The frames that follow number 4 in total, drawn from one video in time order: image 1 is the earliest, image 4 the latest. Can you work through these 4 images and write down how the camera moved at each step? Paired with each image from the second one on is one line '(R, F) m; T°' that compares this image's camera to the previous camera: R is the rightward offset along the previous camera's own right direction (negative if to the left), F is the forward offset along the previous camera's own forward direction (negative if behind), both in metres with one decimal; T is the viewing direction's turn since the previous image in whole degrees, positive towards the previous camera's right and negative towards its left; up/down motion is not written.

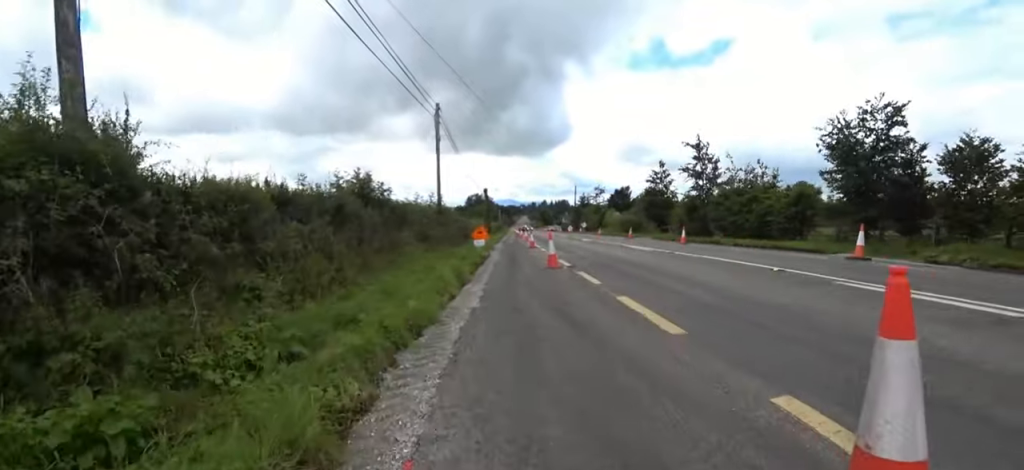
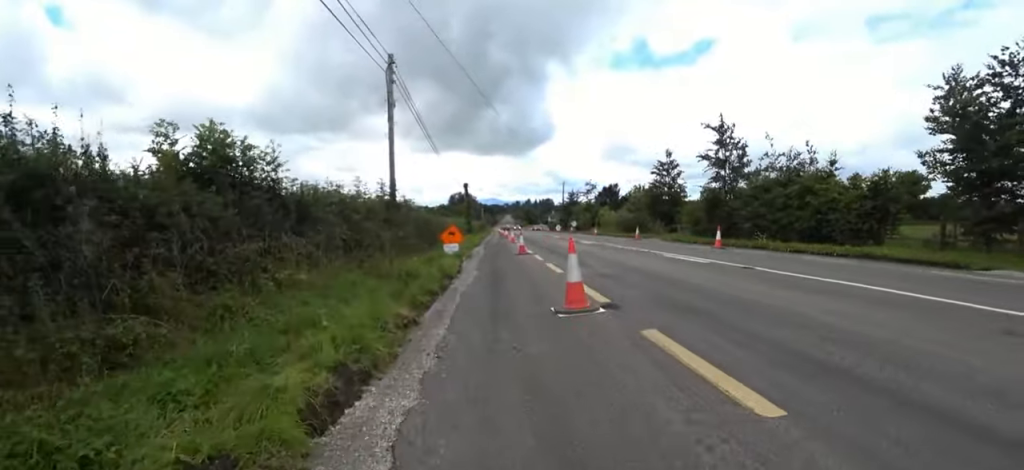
(-0.3, +6.2) m; -2°
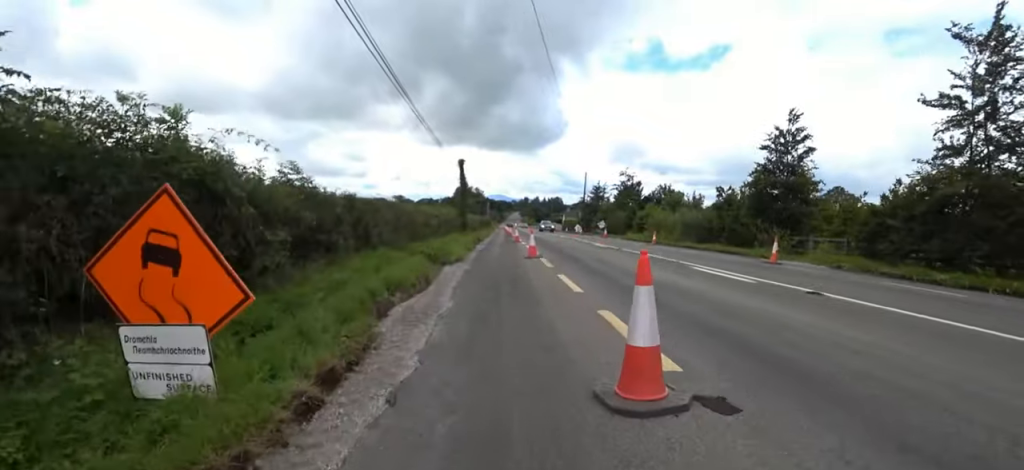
(-1.2, +15.3) m; +1°
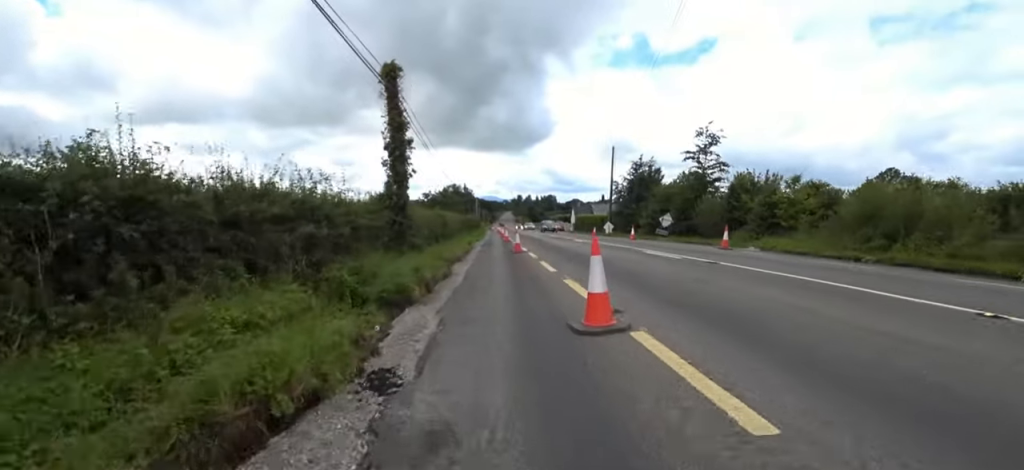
(+1.3, +22.2) m; -1°
